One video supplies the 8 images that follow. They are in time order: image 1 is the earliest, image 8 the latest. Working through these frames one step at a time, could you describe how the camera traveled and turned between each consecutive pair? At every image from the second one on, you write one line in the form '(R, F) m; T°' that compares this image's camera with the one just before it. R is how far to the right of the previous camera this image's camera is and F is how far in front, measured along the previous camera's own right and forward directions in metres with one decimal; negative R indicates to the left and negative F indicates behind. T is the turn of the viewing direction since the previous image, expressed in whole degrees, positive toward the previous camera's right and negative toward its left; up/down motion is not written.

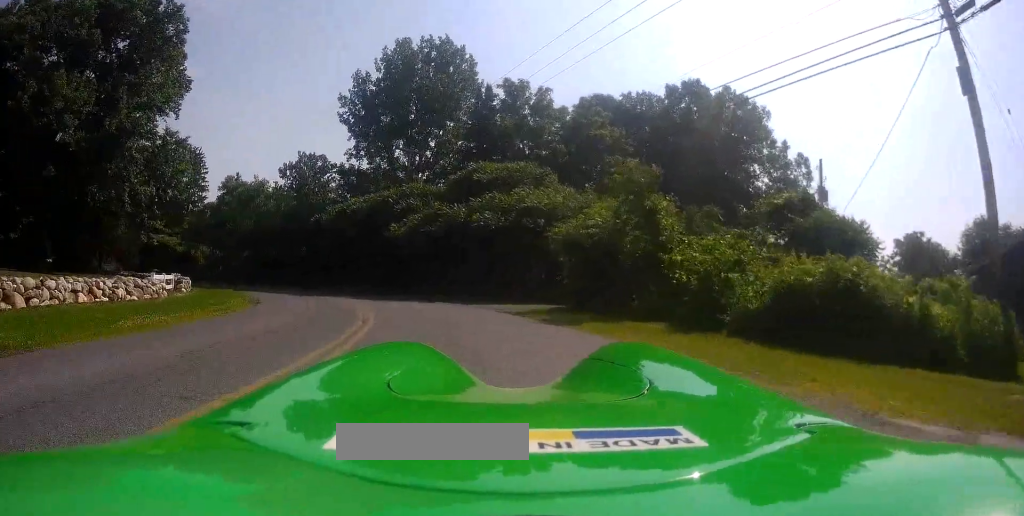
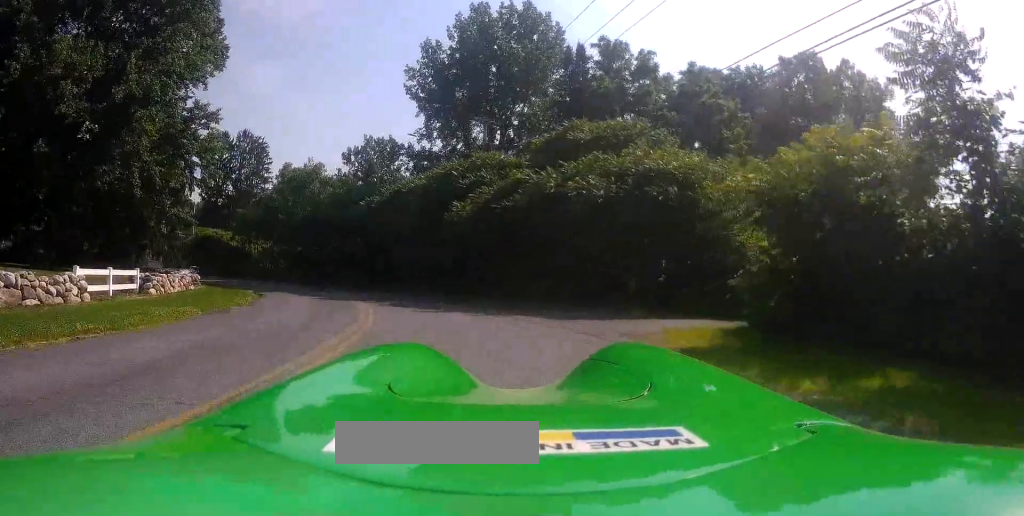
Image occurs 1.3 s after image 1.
(-0.6, +8.8) m; -10°
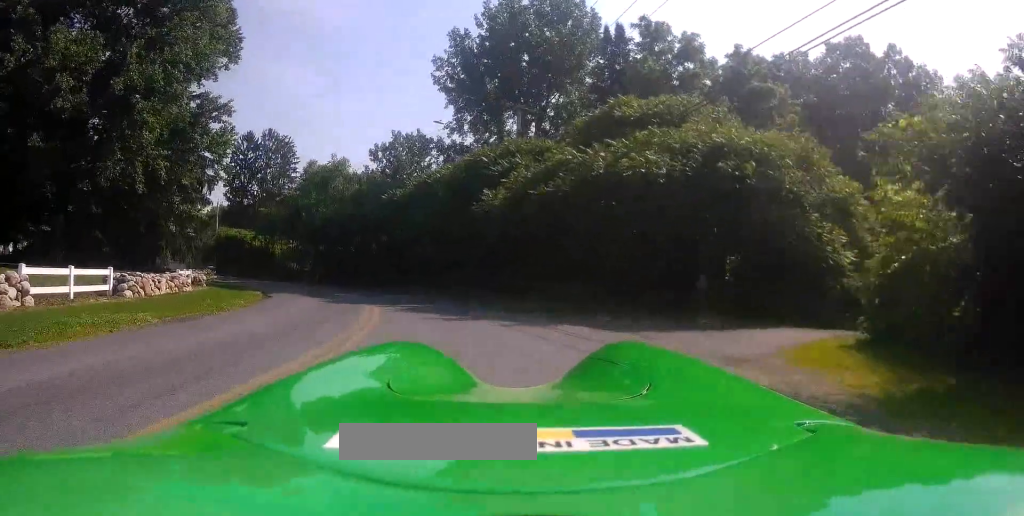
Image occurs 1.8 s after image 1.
(-0.3, +3.3) m; -4°
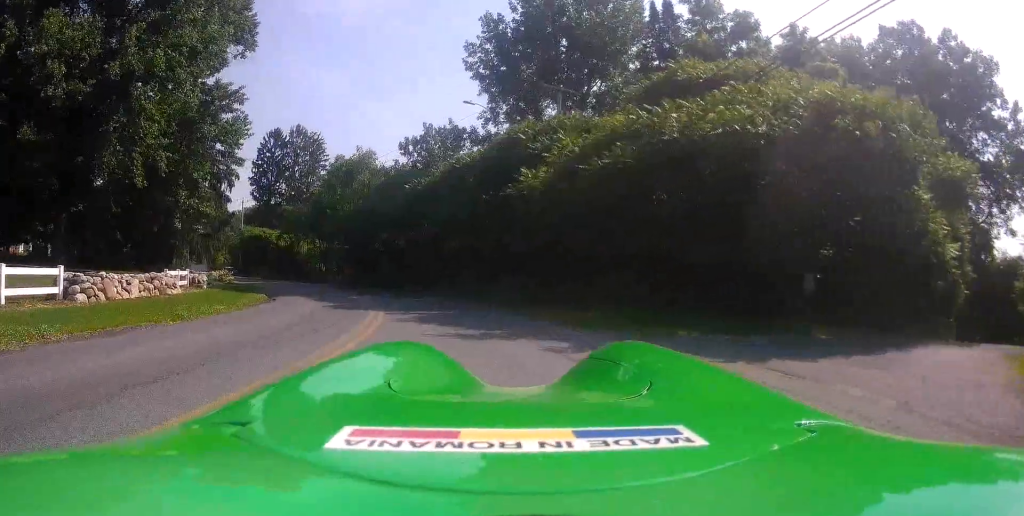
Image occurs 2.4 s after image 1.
(-0.1, +3.9) m; -5°
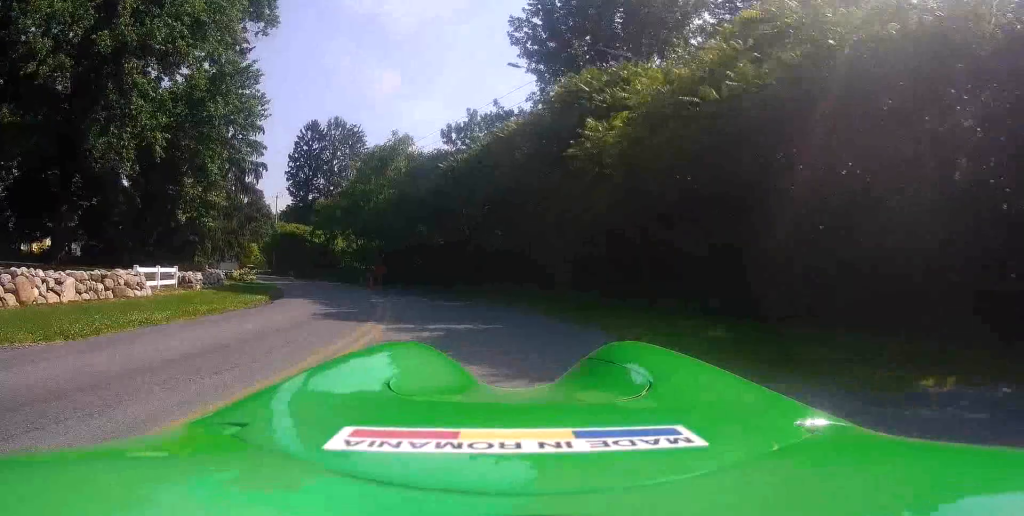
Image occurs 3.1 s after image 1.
(-0.2, +4.7) m; -2°
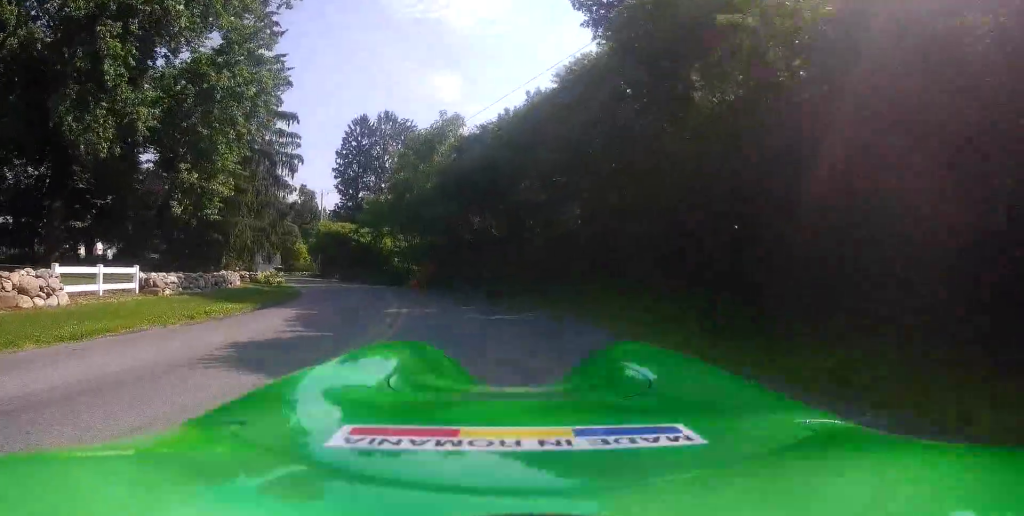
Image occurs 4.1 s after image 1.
(-0.1, +6.3) m; -5°
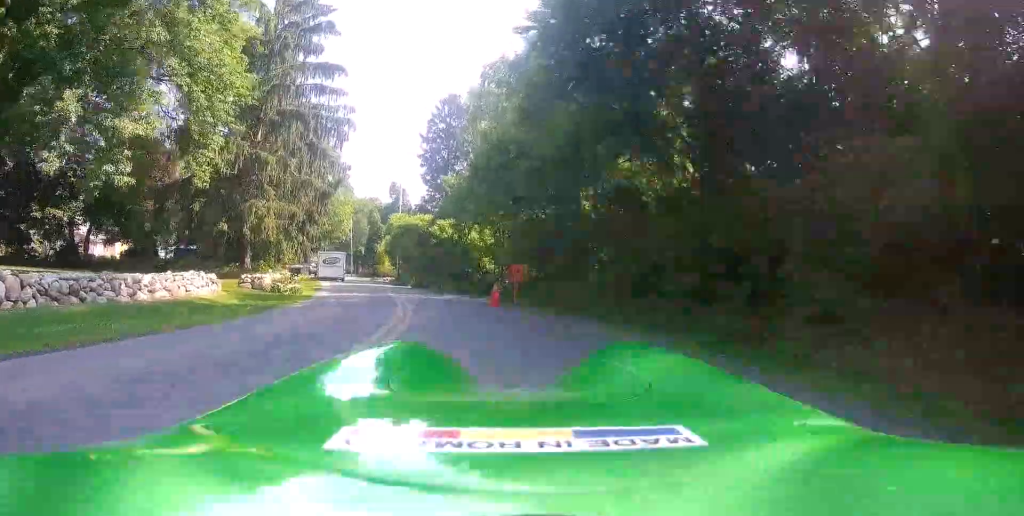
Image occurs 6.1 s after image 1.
(-1.3, +13.1) m; -11°
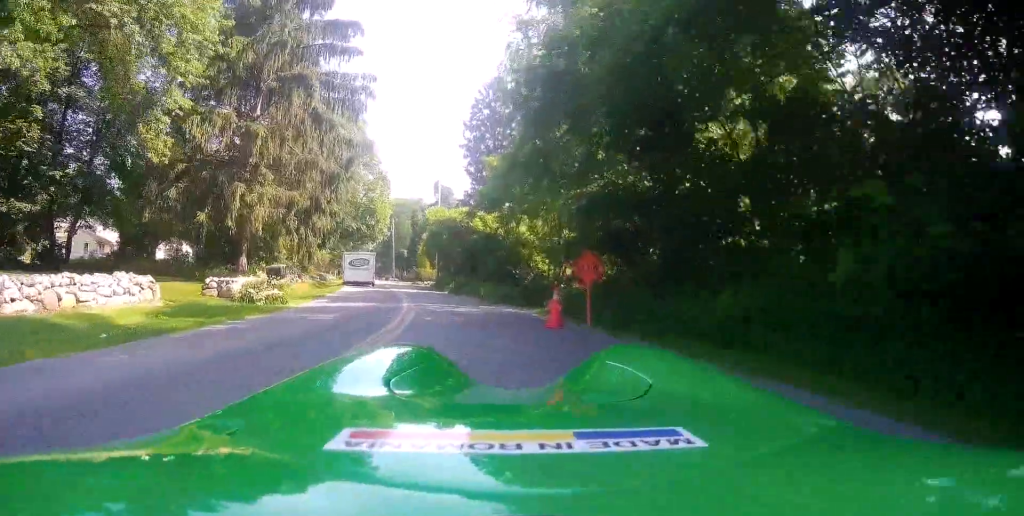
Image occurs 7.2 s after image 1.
(-0.5, +7.4) m; -12°
